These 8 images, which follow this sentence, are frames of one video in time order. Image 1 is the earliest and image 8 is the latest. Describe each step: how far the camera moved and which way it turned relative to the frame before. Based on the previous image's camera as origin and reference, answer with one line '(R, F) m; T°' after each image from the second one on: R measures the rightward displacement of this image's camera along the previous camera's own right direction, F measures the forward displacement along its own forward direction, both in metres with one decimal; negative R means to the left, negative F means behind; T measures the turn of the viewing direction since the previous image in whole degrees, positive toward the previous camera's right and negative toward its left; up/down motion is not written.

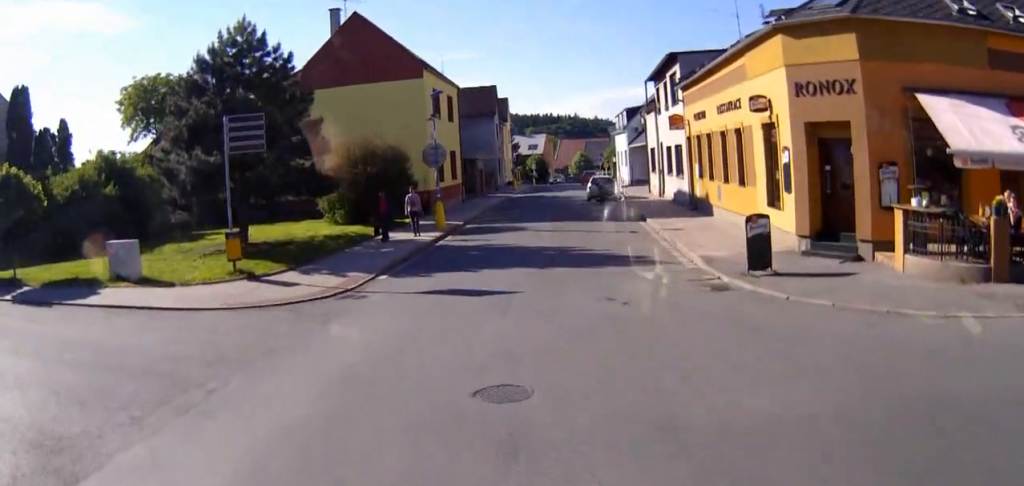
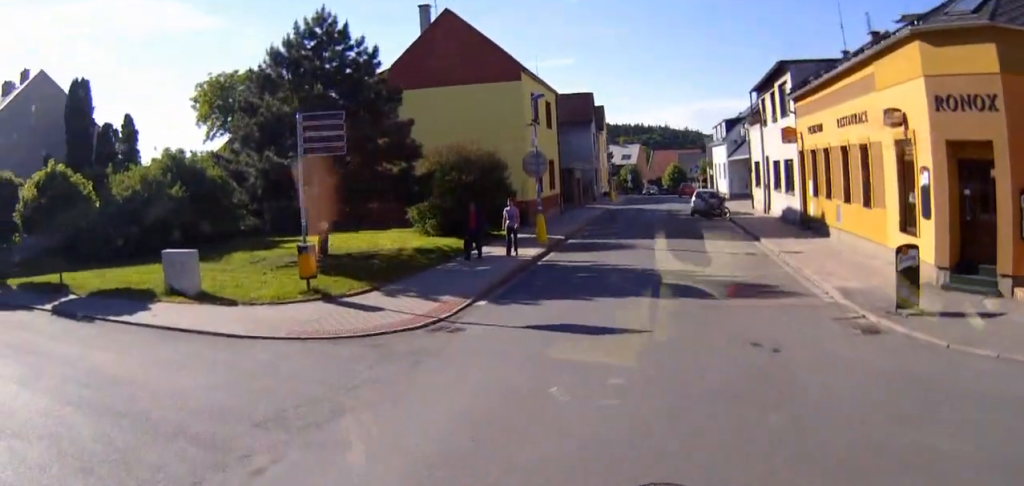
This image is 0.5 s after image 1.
(-0.5, +4.4) m; -7°
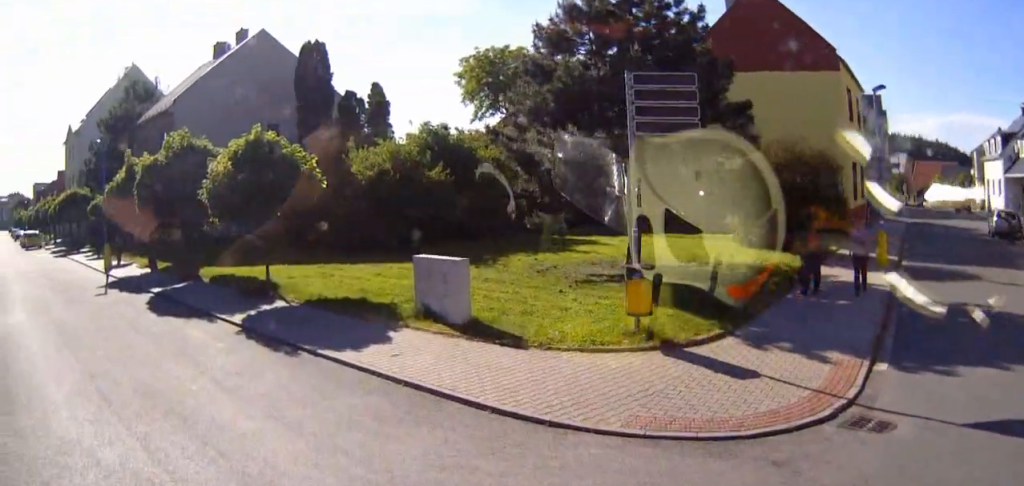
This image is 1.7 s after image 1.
(-1.1, +9.1) m; -13°
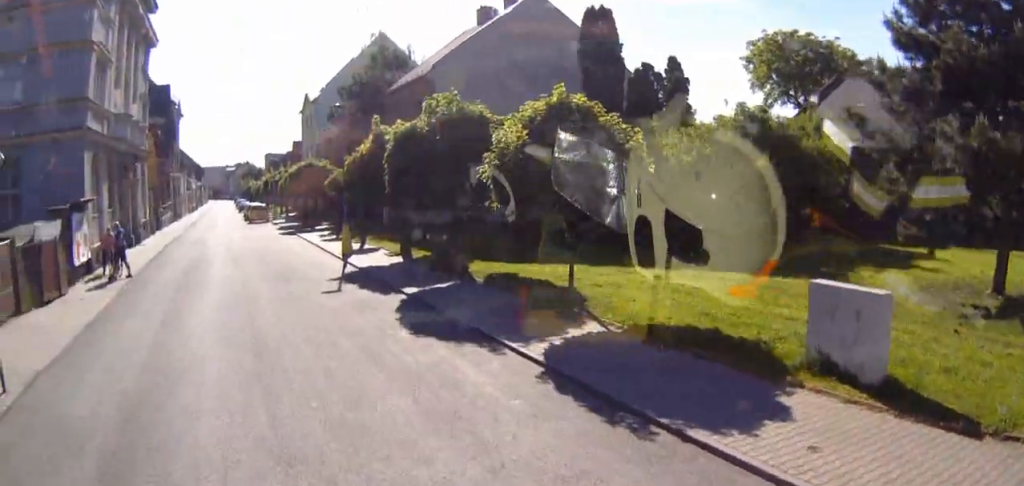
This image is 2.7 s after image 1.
(-0.5, +7.2) m; -6°
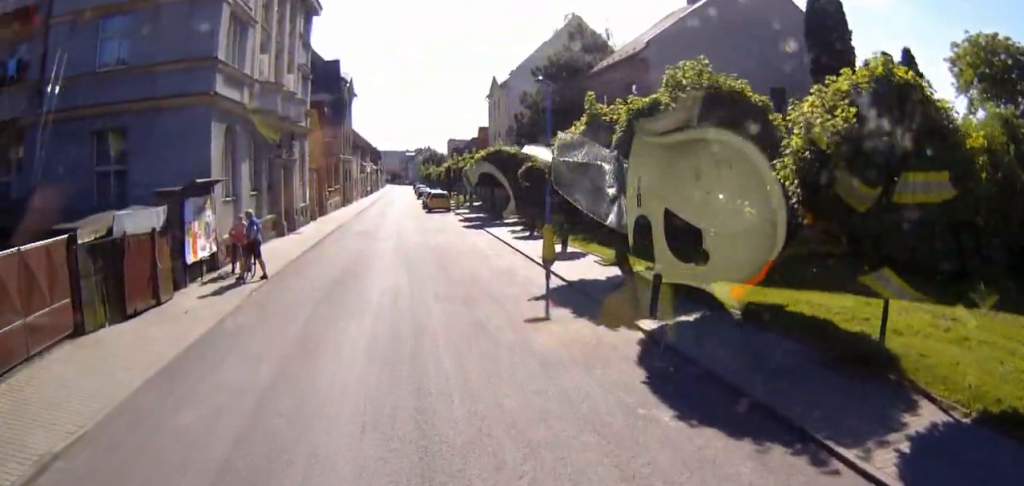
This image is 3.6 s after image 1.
(-0.2, +7.3) m; -6°
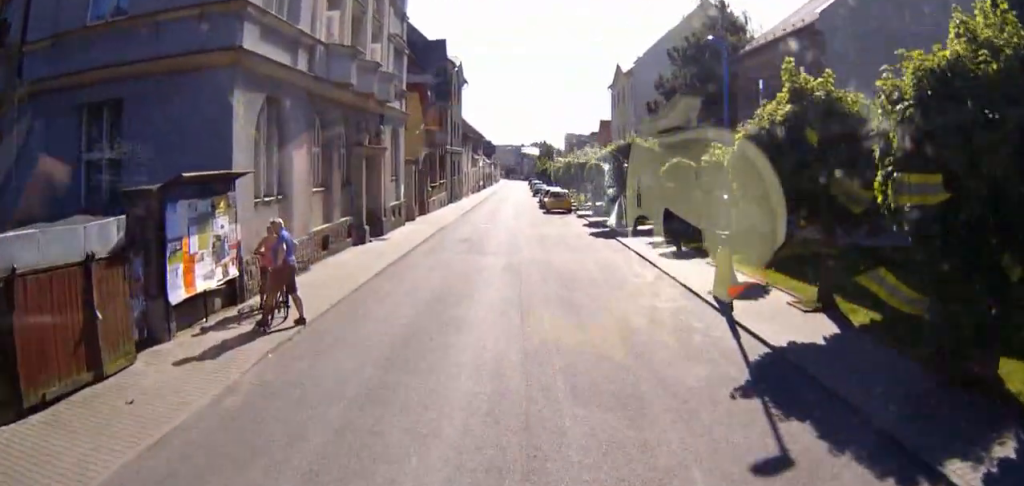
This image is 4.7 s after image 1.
(-0.7, +8.9) m; -11°
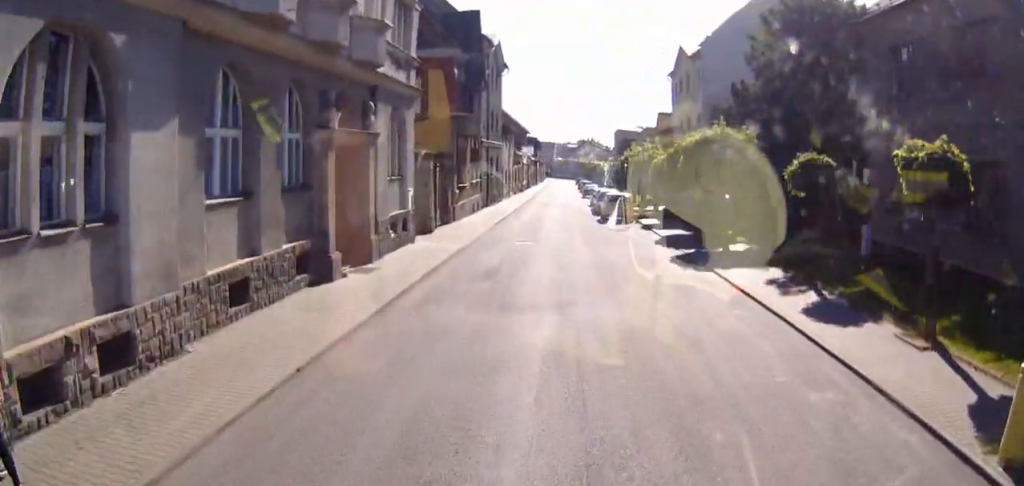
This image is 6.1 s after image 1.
(-1.3, +10.9) m; -10°
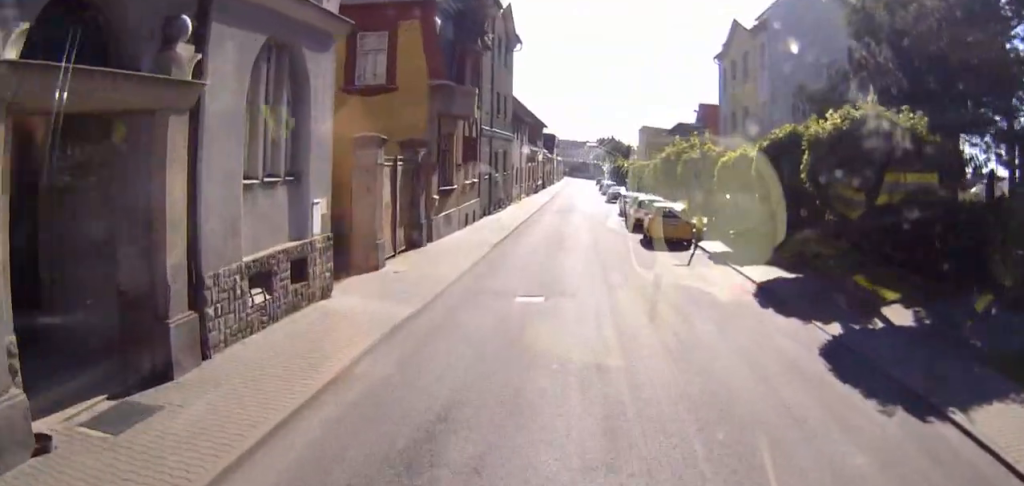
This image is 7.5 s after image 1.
(-0.4, +12.1) m; -4°
